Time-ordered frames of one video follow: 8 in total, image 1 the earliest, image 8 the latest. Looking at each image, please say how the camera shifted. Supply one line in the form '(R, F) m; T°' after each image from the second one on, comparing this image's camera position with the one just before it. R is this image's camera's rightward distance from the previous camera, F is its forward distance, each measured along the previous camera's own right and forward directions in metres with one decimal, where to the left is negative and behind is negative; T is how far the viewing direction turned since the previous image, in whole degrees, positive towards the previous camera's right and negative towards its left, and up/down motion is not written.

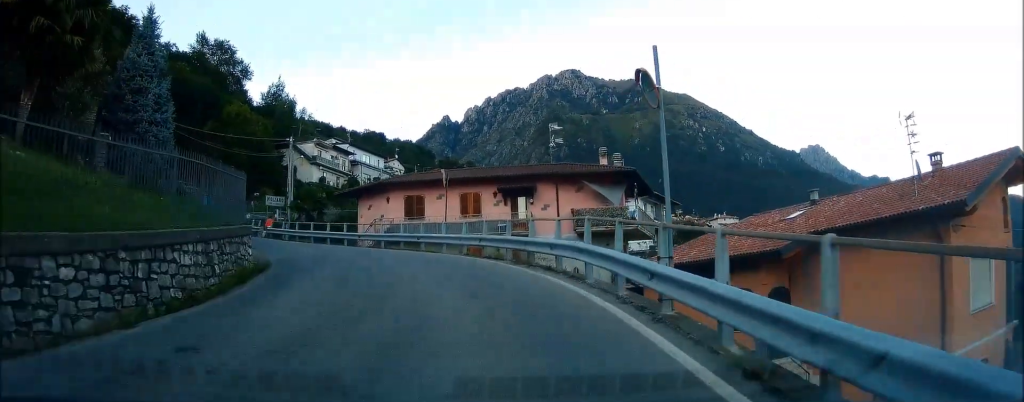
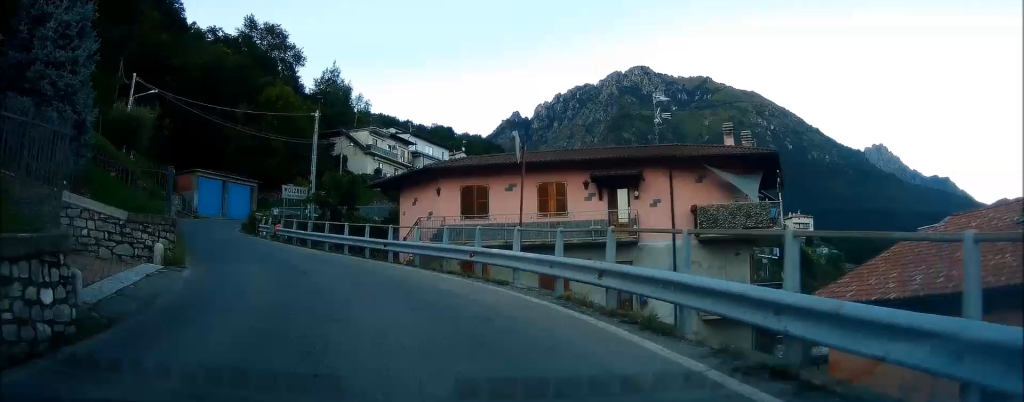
(-0.7, +10.6) m; -9°
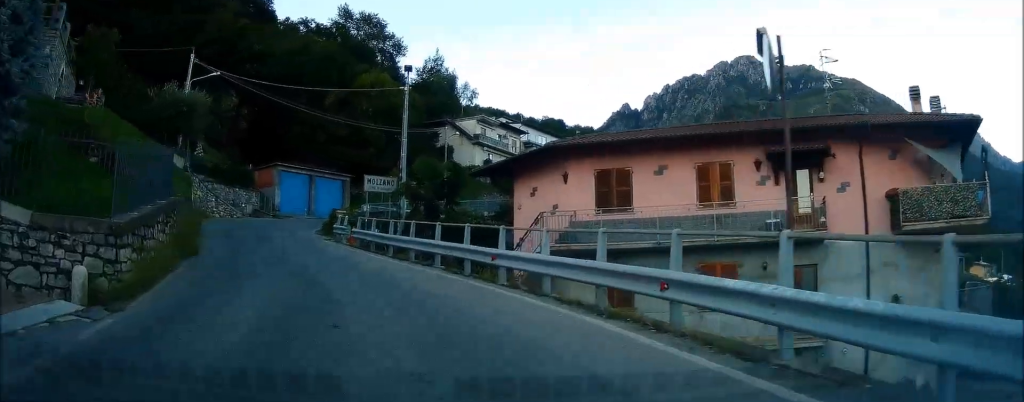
(-0.6, +6.8) m; -9°
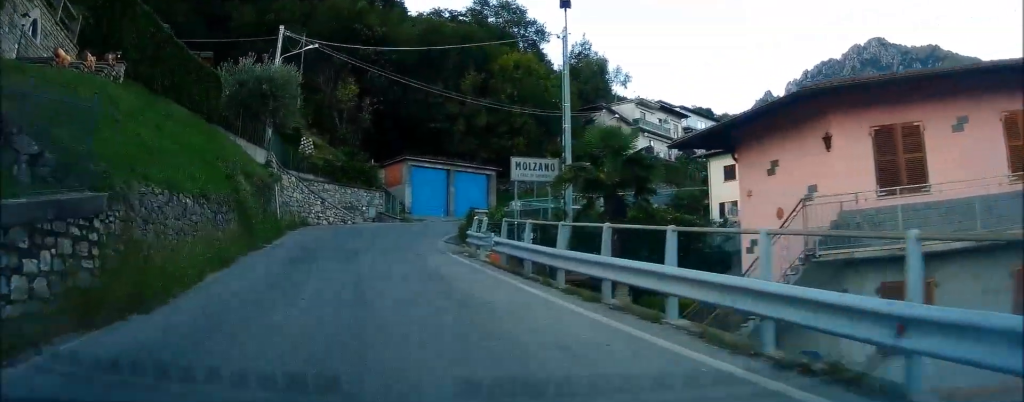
(-0.8, +8.3) m; -5°
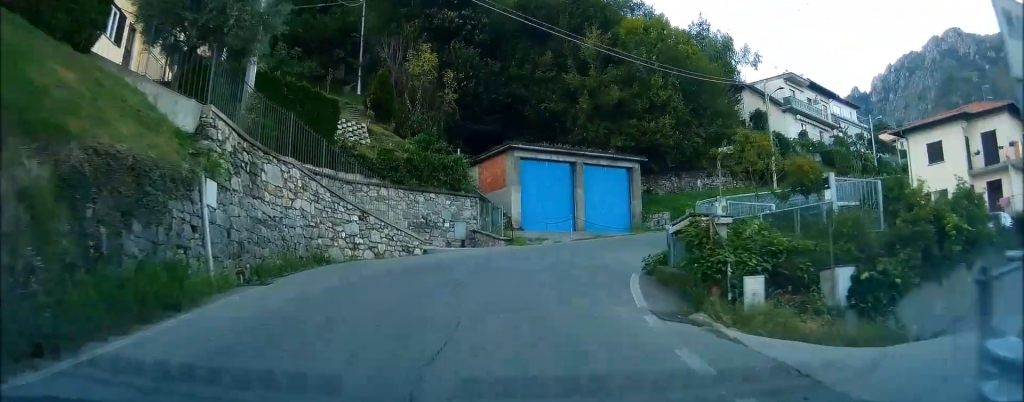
(-0.3, +15.3) m; 0°
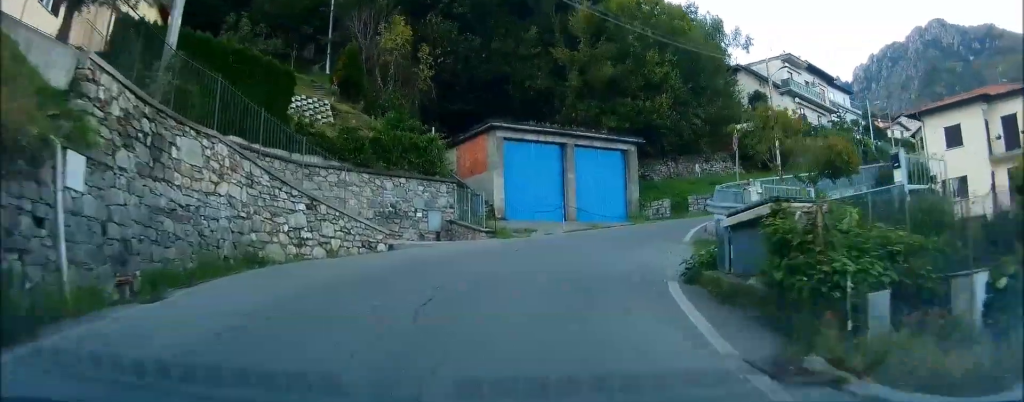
(-0.2, +3.6) m; +1°
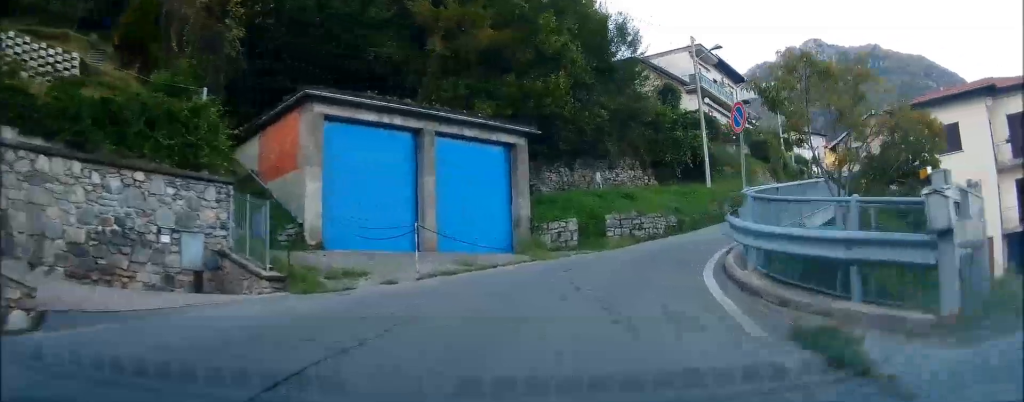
(+1.3, +10.5) m; +14°
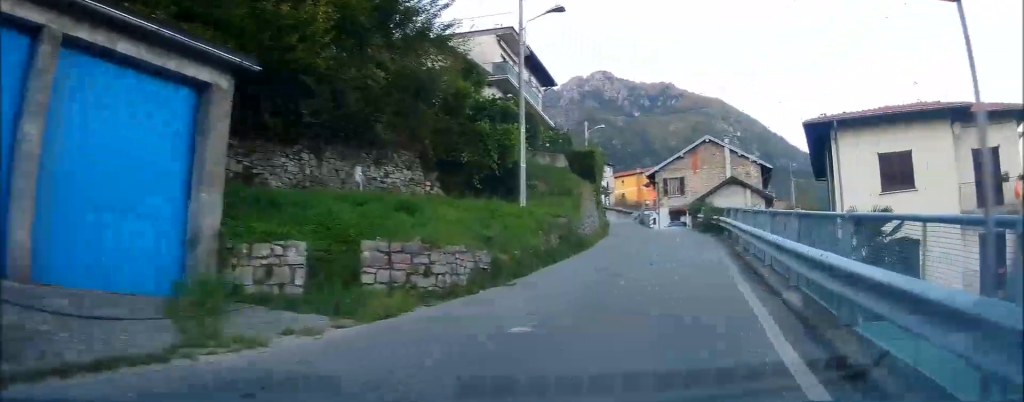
(+1.6, +10.3) m; +17°
